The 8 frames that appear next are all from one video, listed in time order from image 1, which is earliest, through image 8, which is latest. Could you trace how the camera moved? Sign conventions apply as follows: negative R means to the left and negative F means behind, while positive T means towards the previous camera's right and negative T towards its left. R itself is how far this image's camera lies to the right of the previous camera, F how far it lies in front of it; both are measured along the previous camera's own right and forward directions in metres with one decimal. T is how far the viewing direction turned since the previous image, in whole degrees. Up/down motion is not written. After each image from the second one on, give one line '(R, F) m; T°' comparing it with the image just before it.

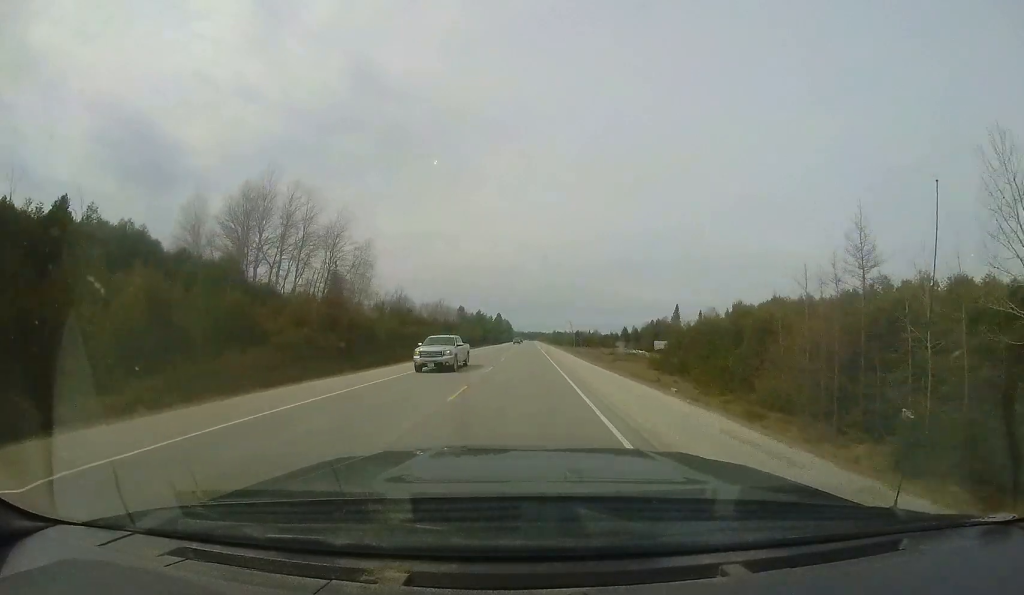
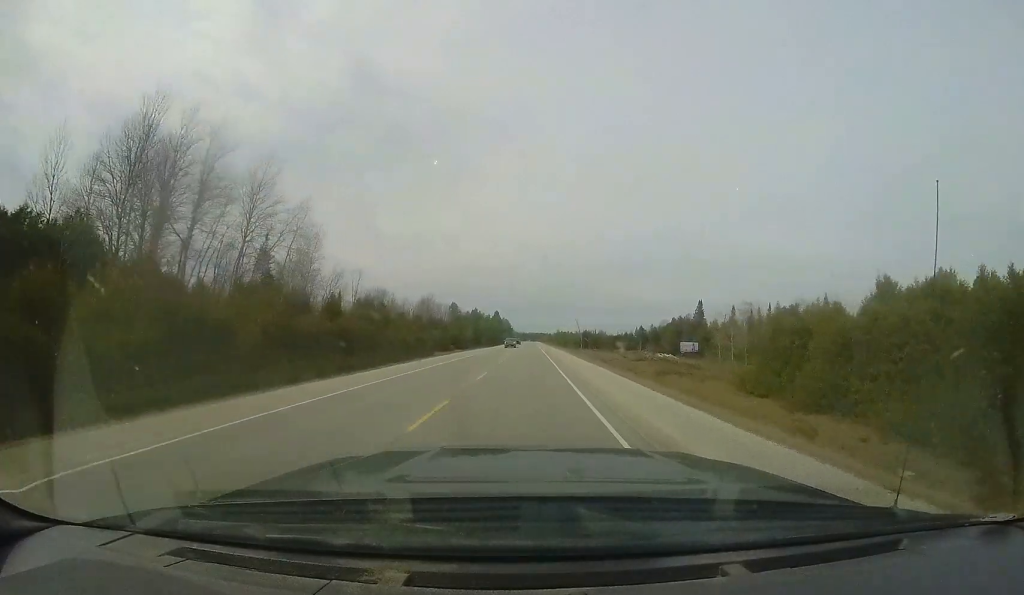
(+0.1, +21.0) m; 0°
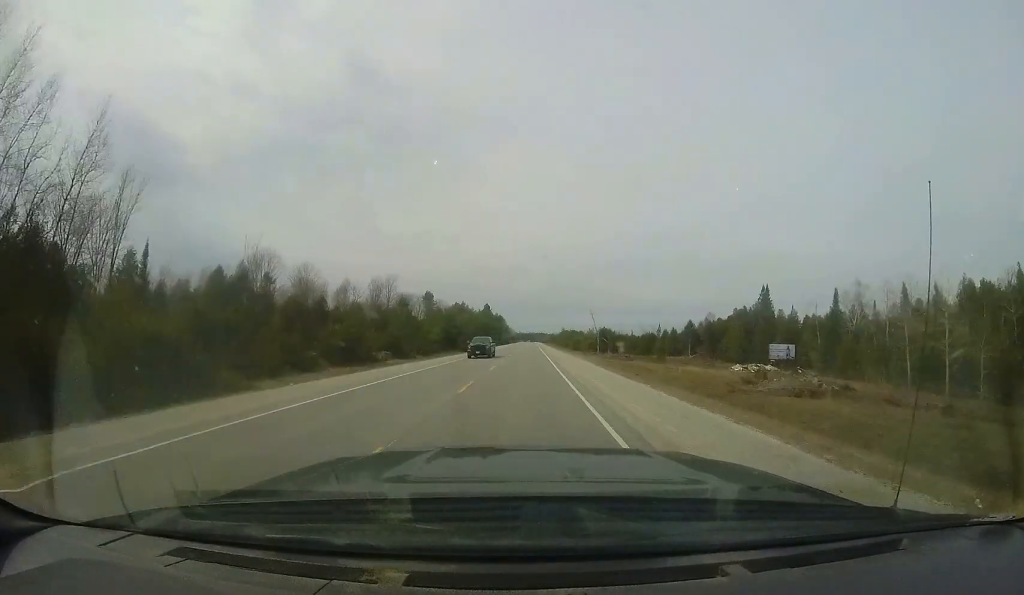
(0.0, +39.8) m; 0°
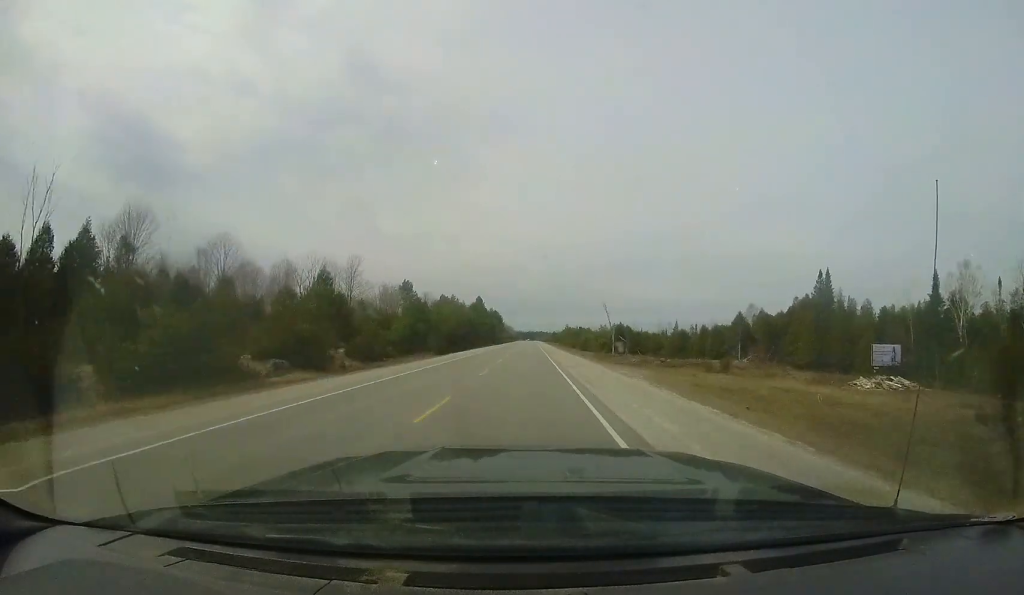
(-0.2, +21.8) m; -1°
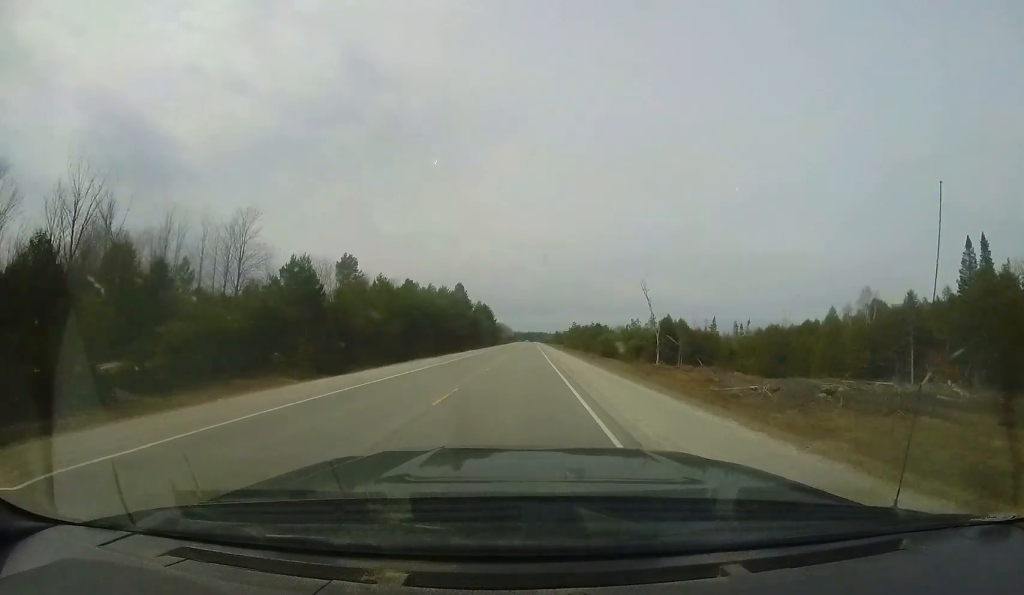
(-0.4, +34.1) m; 0°
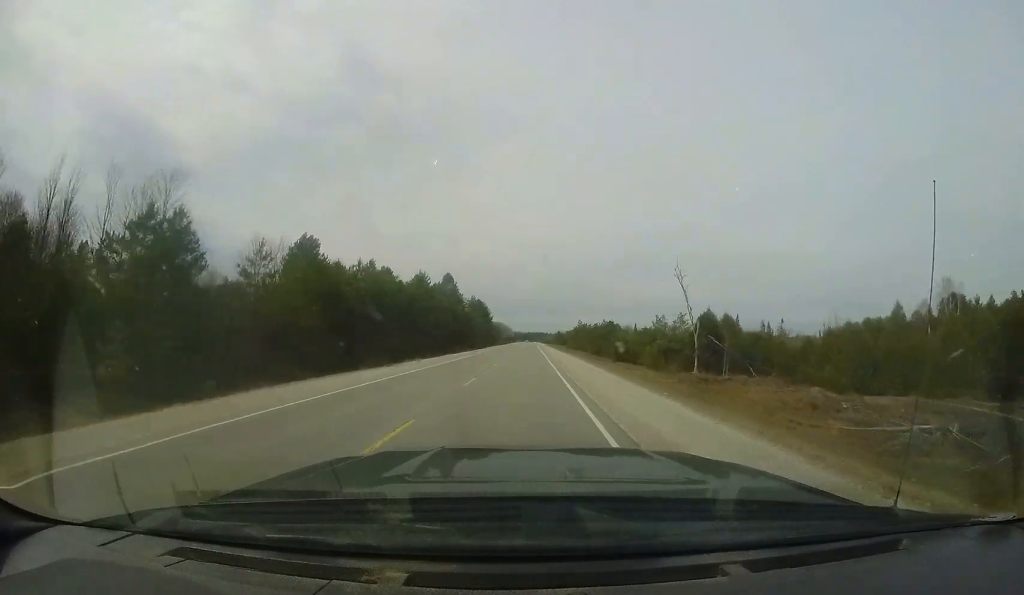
(0.0, +14.2) m; +1°
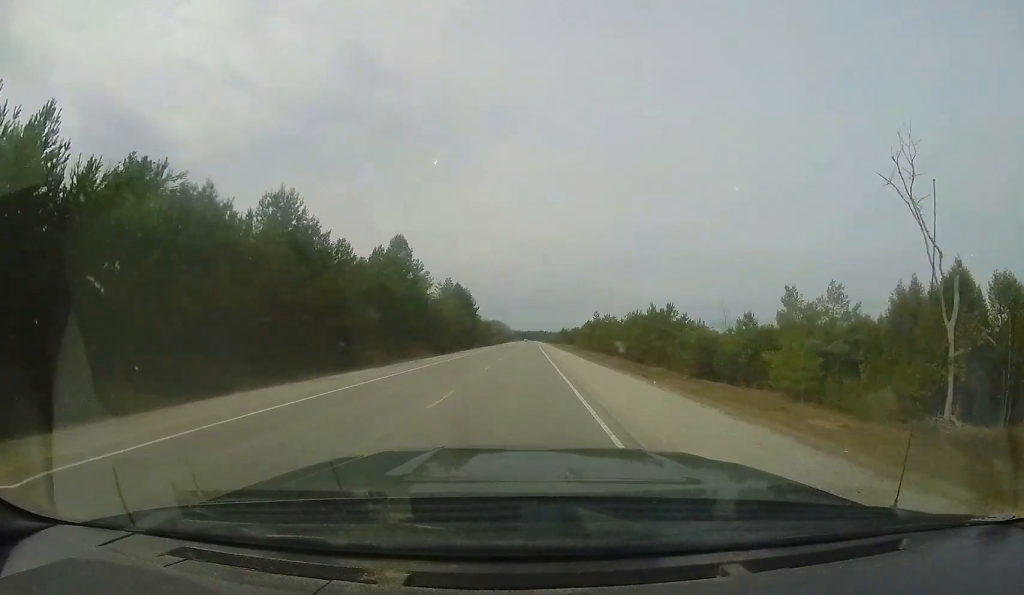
(+0.5, +31.1) m; +1°
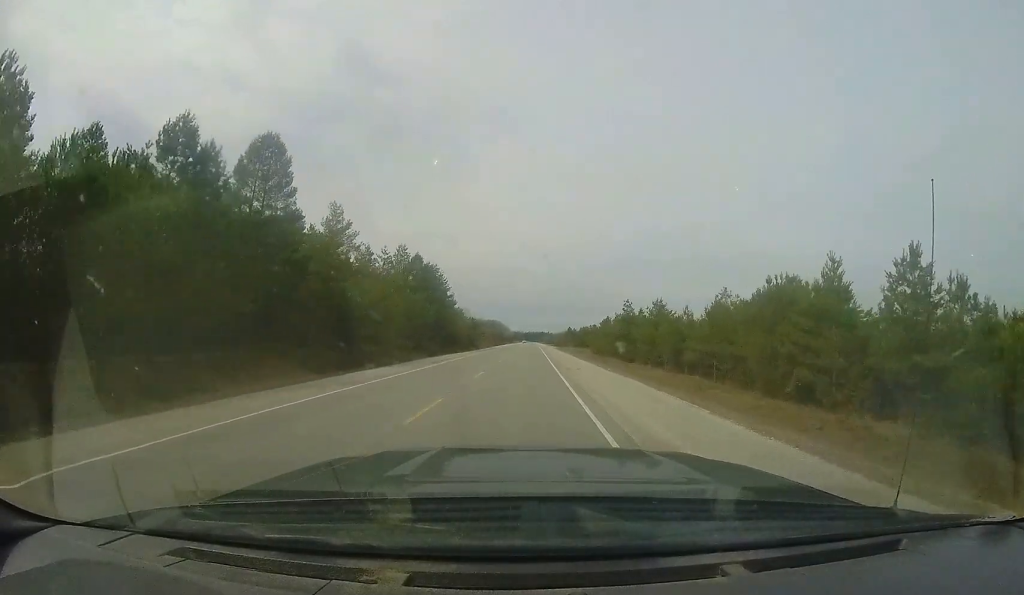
(0.0, +29.1) m; 0°
